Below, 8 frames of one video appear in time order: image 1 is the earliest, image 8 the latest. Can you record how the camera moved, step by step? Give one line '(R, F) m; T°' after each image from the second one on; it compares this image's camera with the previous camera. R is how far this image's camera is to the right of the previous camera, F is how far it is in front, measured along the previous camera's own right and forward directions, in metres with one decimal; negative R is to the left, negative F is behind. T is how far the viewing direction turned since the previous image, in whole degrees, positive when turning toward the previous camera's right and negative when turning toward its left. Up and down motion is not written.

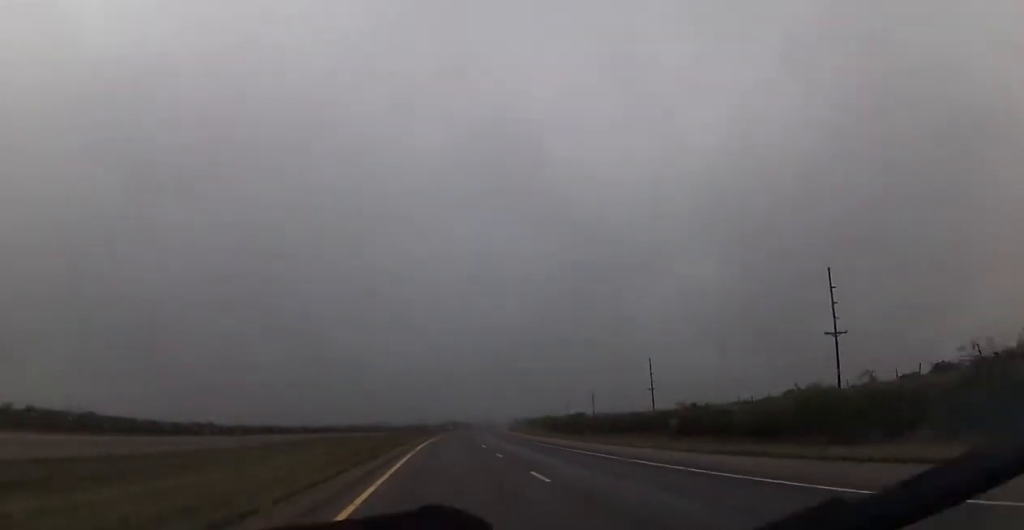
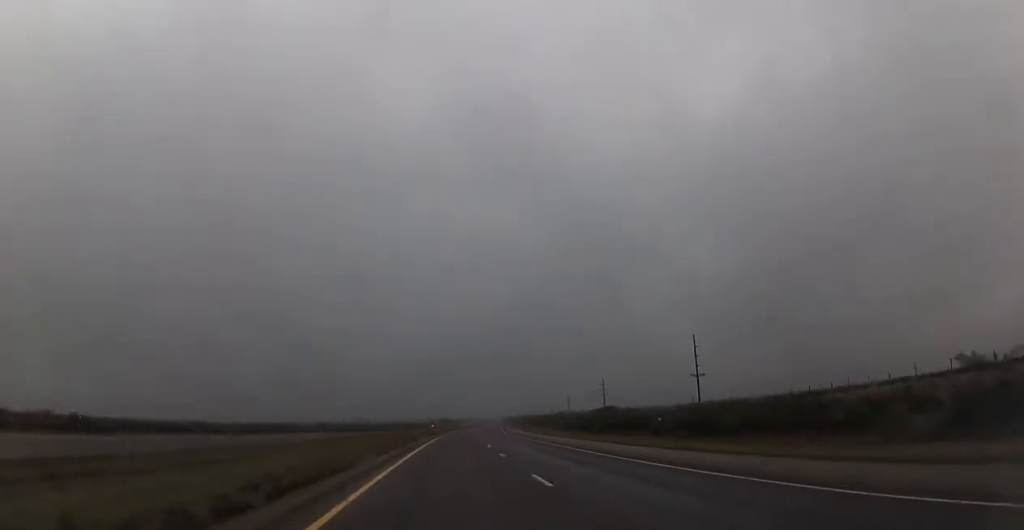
(+0.1, +38.1) m; +2°
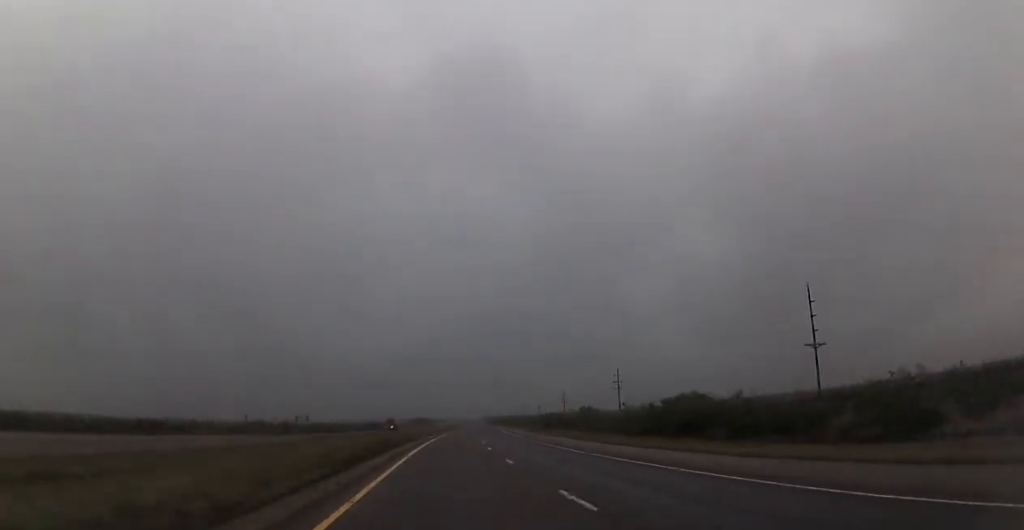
(+1.3, +52.6) m; +2°
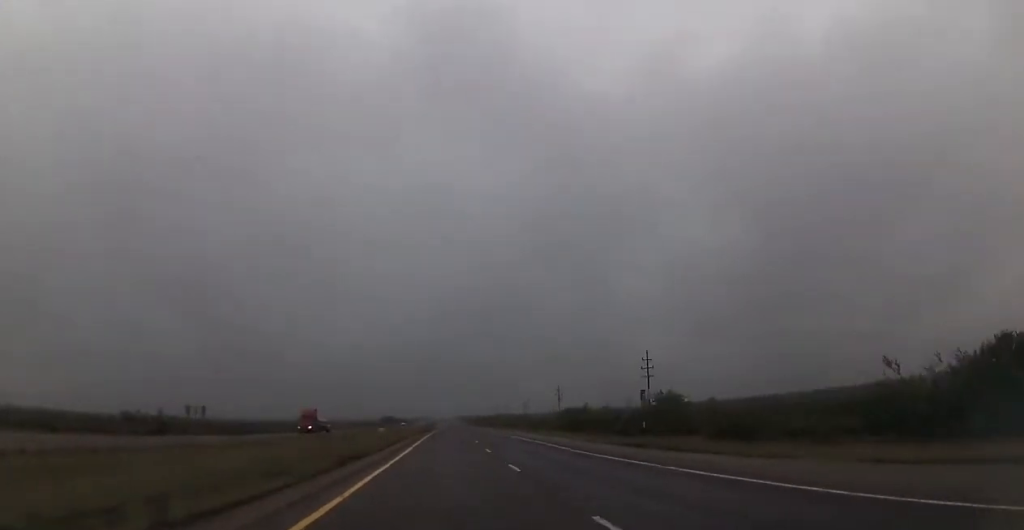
(+0.9, +52.5) m; +2°
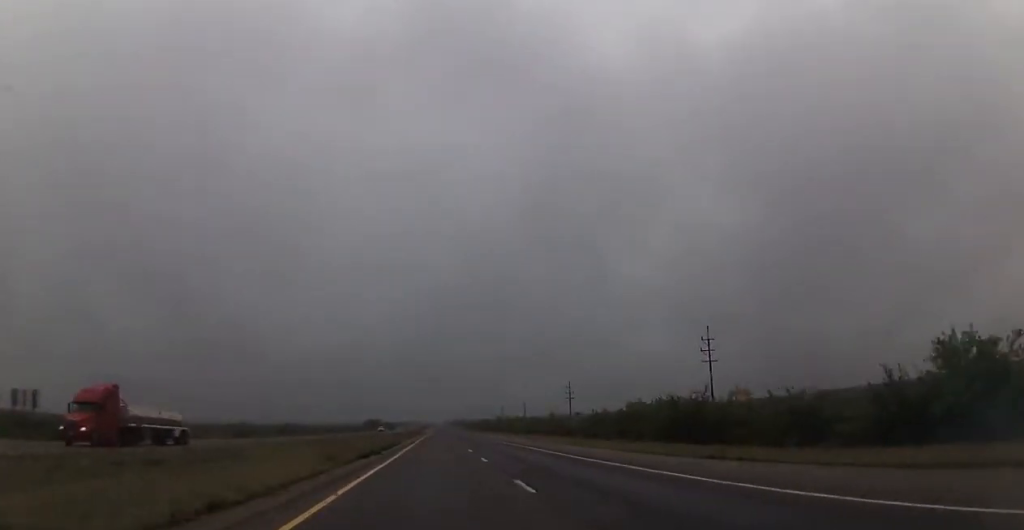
(-0.1, +41.6) m; +1°
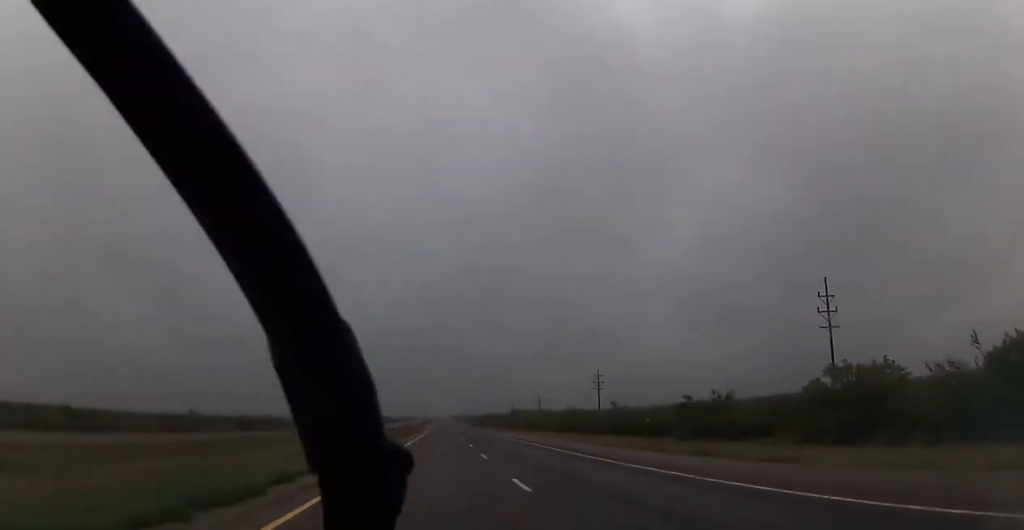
(+0.5, +36.6) m; +1°
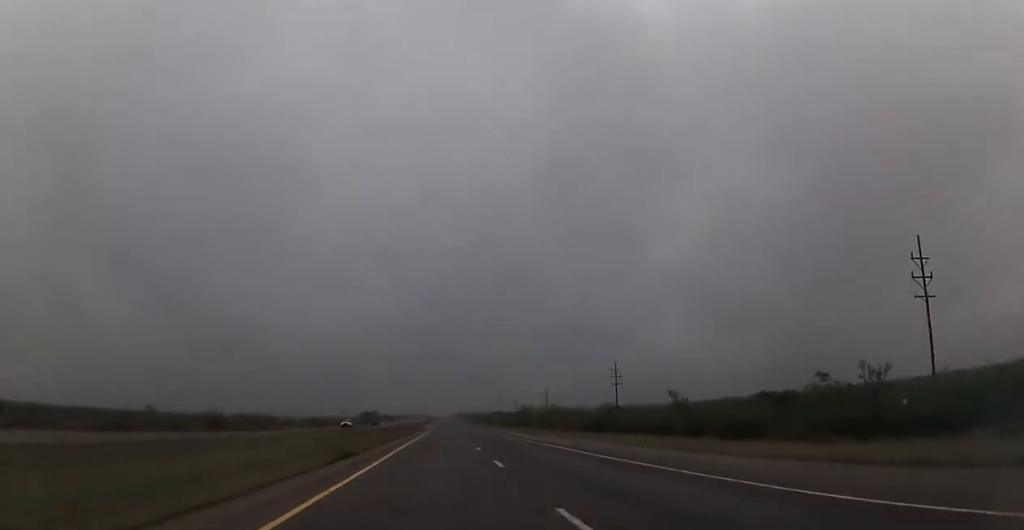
(+0.1, +18.2) m; 0°
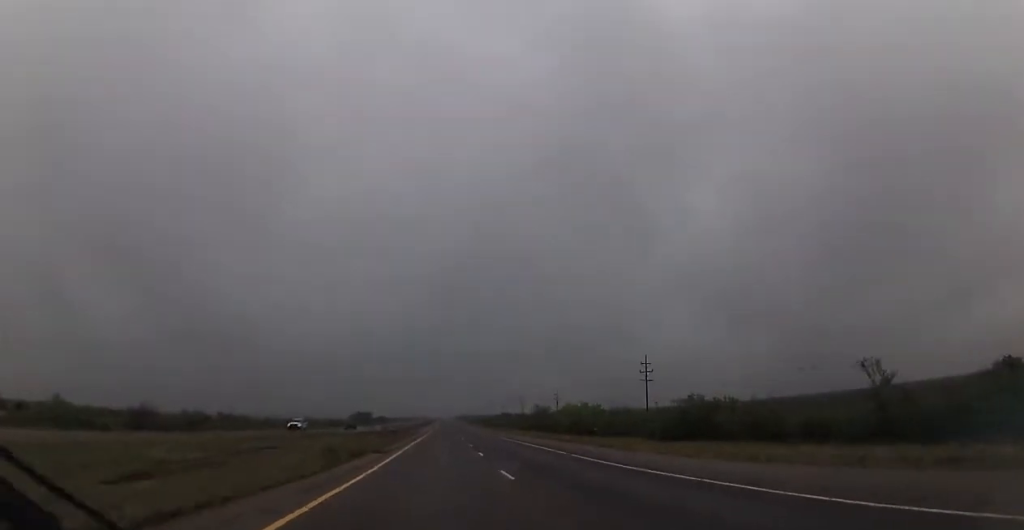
(+0.1, +26.7) m; 0°
